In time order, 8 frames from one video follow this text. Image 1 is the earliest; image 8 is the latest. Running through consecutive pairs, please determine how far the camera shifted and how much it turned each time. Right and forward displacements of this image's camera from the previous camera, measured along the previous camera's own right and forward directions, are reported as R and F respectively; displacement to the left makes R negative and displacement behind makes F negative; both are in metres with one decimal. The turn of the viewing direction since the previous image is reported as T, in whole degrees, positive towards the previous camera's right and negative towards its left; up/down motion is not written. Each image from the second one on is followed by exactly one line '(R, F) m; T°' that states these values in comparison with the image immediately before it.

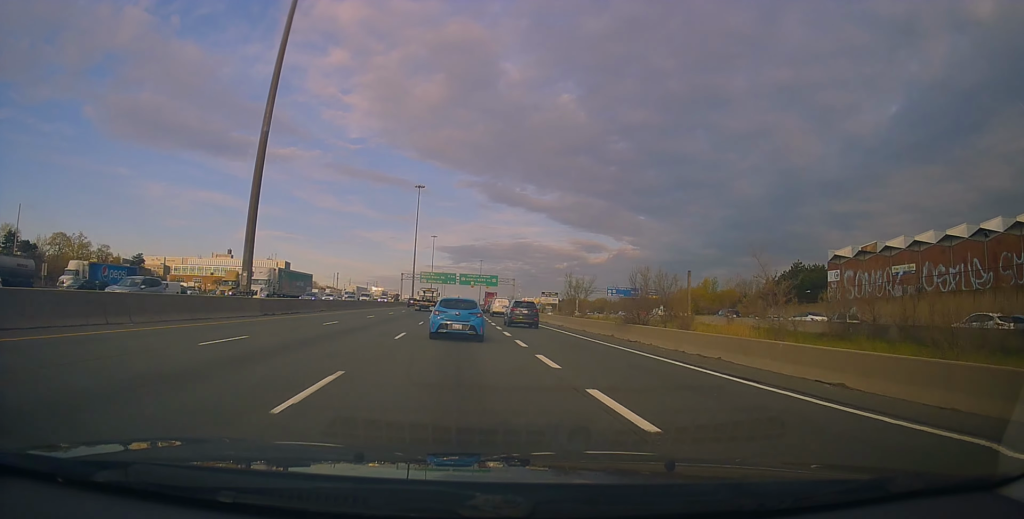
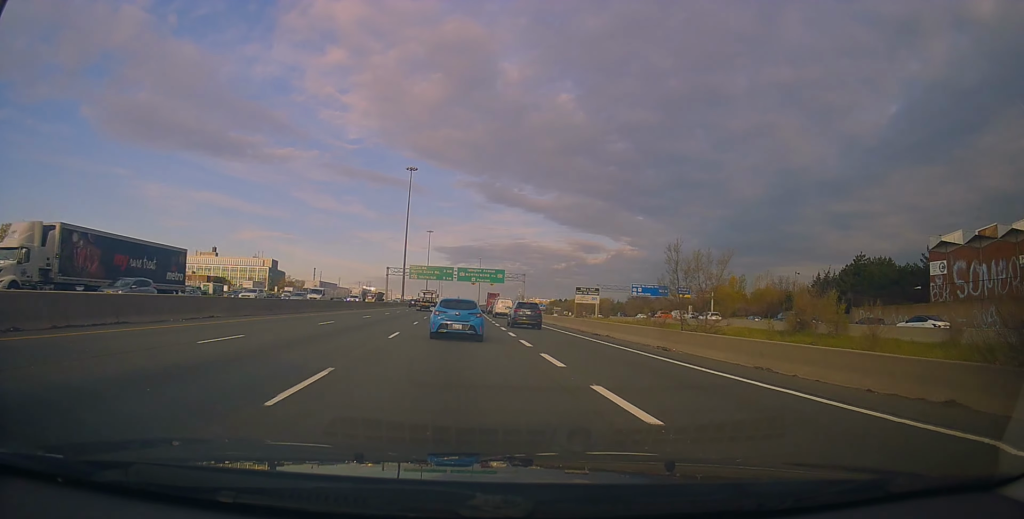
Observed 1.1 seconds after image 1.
(0.0, +23.7) m; 0°
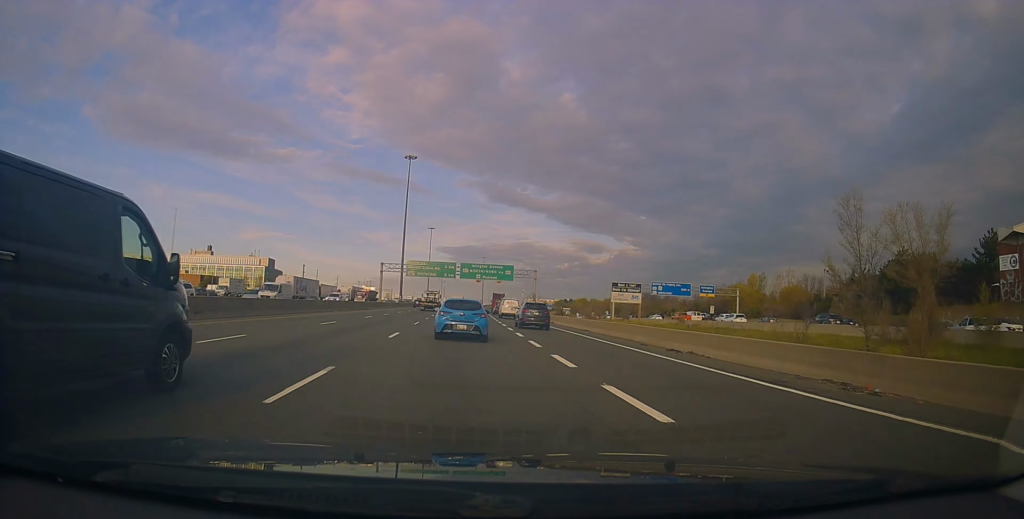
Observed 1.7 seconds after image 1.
(-0.1, +12.3) m; 0°
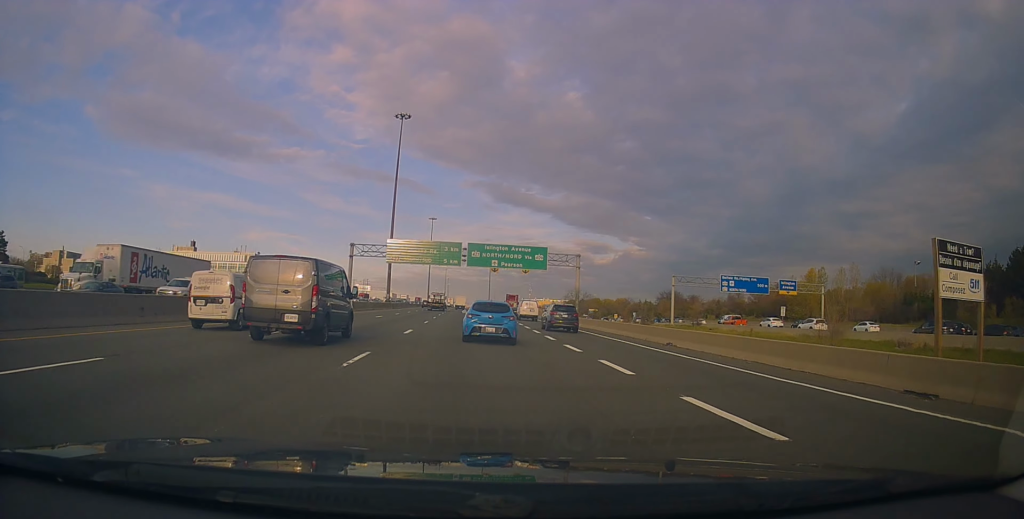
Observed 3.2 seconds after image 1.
(0.0, +30.7) m; +1°
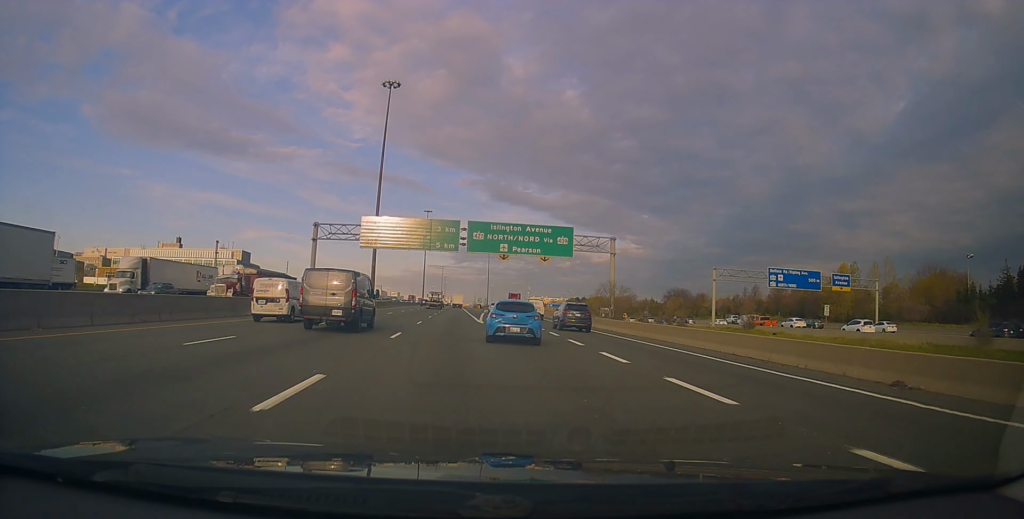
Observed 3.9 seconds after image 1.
(+0.1, +16.2) m; 0°
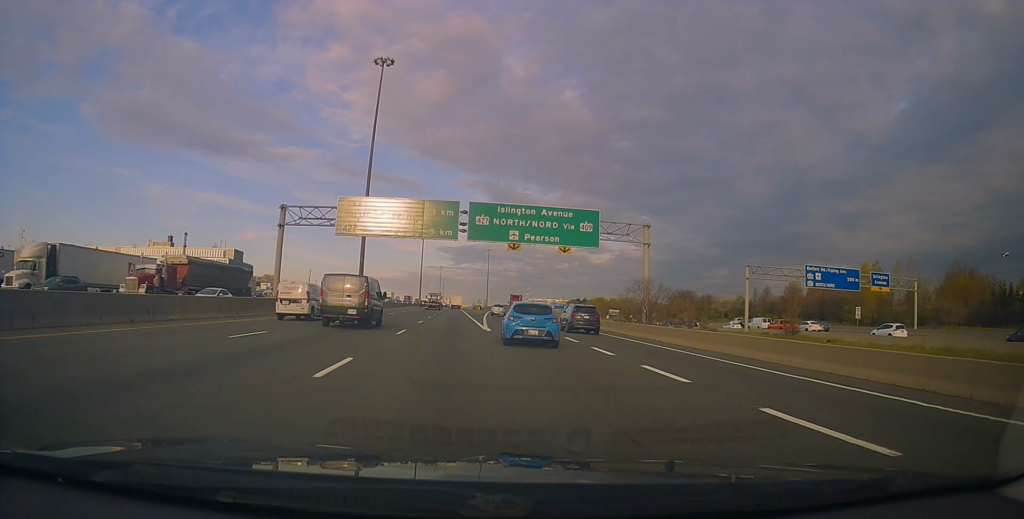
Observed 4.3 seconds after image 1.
(0.0, +9.0) m; 0°
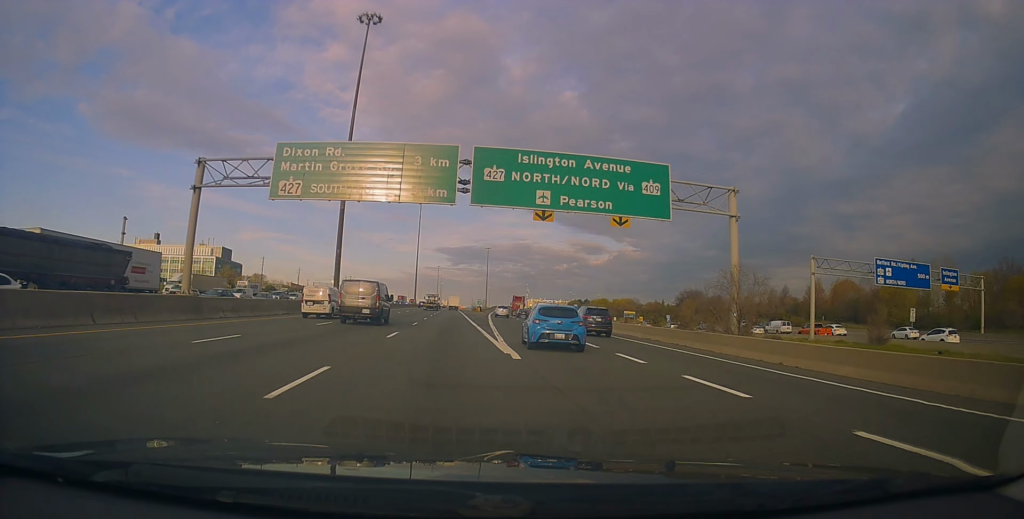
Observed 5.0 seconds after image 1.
(0.0, +13.9) m; 0°
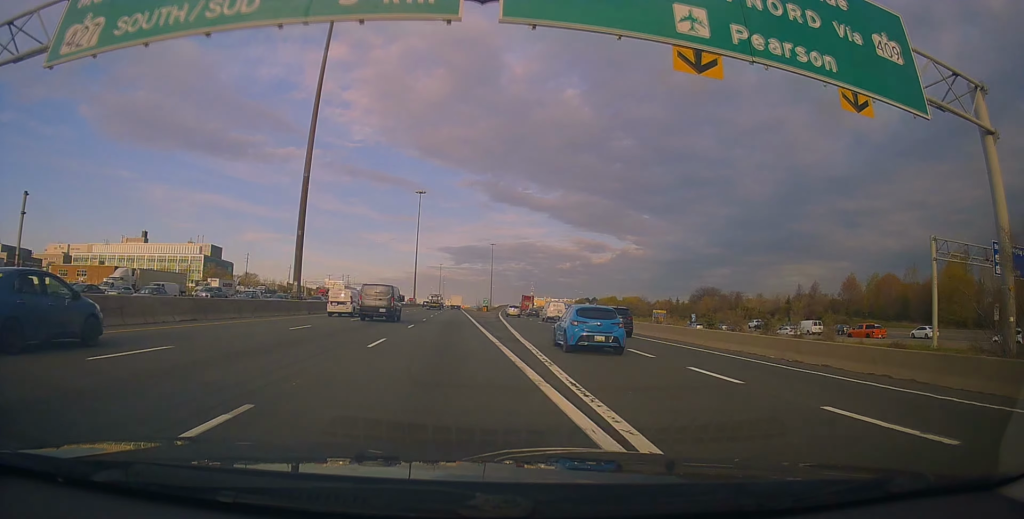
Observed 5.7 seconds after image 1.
(0.0, +16.7) m; 0°
